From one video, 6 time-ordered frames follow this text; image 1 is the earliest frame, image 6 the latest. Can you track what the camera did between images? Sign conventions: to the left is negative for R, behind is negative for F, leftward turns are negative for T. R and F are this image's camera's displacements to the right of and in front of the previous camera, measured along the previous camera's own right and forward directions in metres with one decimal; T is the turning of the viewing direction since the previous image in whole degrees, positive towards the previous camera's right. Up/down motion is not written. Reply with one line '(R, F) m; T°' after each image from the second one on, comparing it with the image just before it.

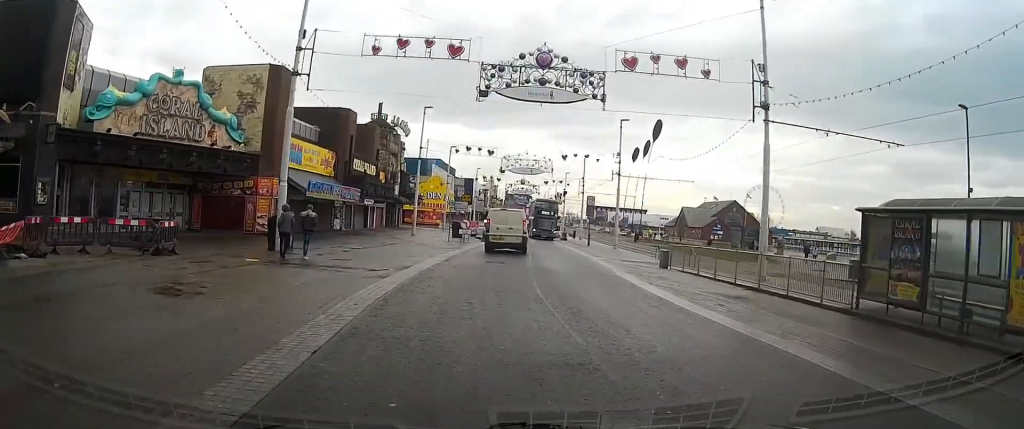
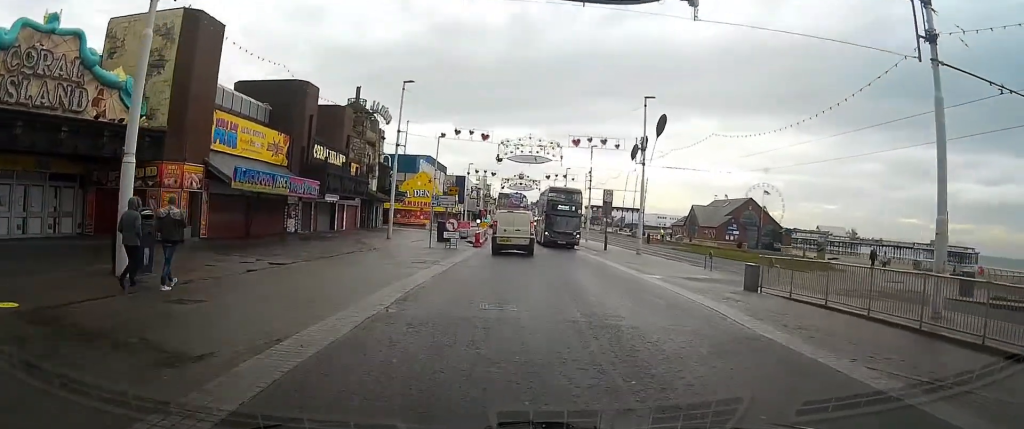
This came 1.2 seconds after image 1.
(+0.2, +11.0) m; +1°
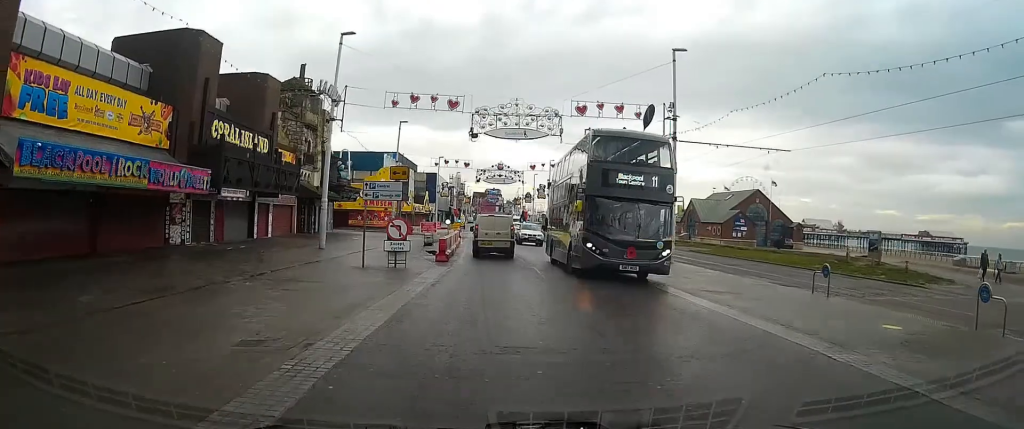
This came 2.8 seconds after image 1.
(0.0, +13.6) m; 0°
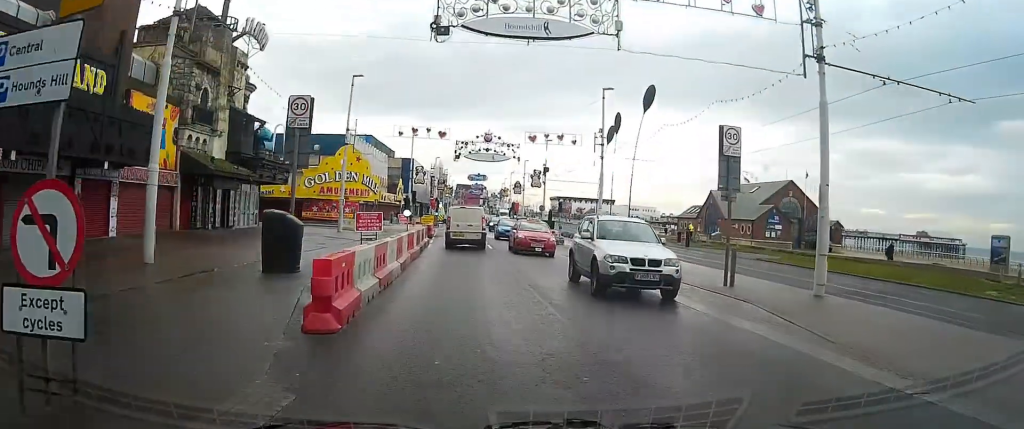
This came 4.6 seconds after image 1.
(+0.2, +17.0) m; 0°
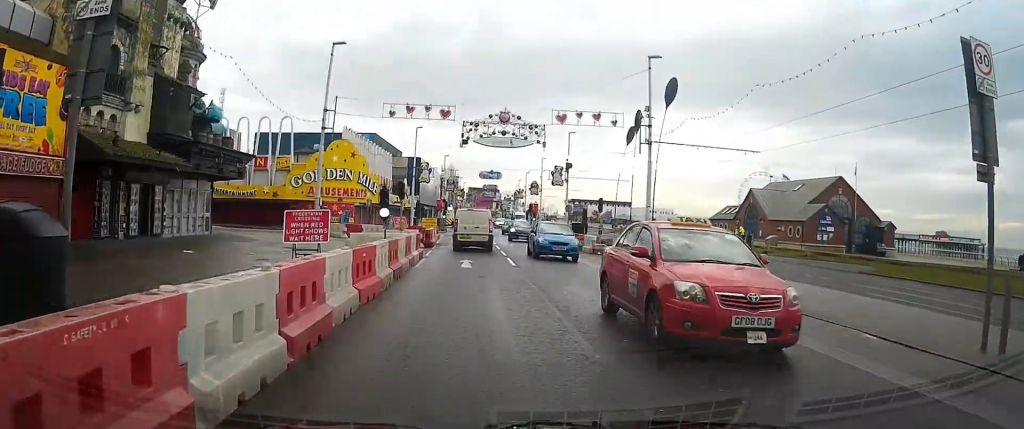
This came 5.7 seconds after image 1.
(-0.1, +10.0) m; -1°
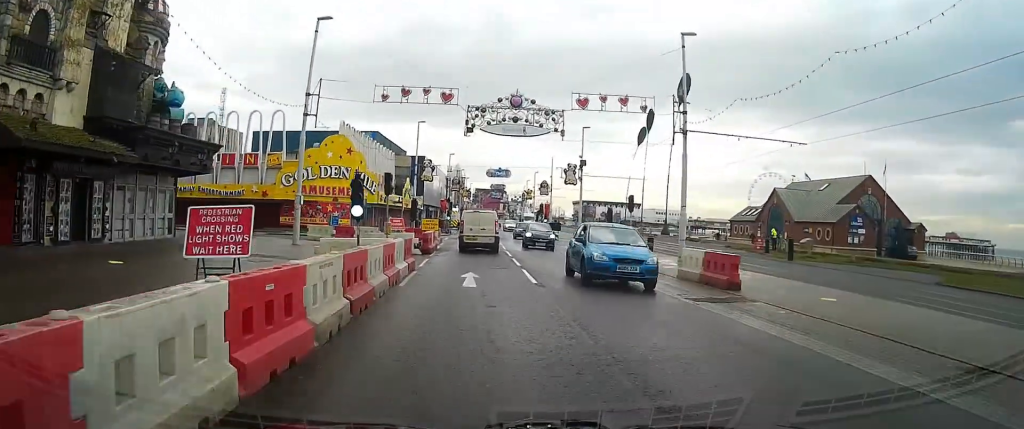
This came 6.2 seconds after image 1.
(0.0, +5.2) m; 0°
